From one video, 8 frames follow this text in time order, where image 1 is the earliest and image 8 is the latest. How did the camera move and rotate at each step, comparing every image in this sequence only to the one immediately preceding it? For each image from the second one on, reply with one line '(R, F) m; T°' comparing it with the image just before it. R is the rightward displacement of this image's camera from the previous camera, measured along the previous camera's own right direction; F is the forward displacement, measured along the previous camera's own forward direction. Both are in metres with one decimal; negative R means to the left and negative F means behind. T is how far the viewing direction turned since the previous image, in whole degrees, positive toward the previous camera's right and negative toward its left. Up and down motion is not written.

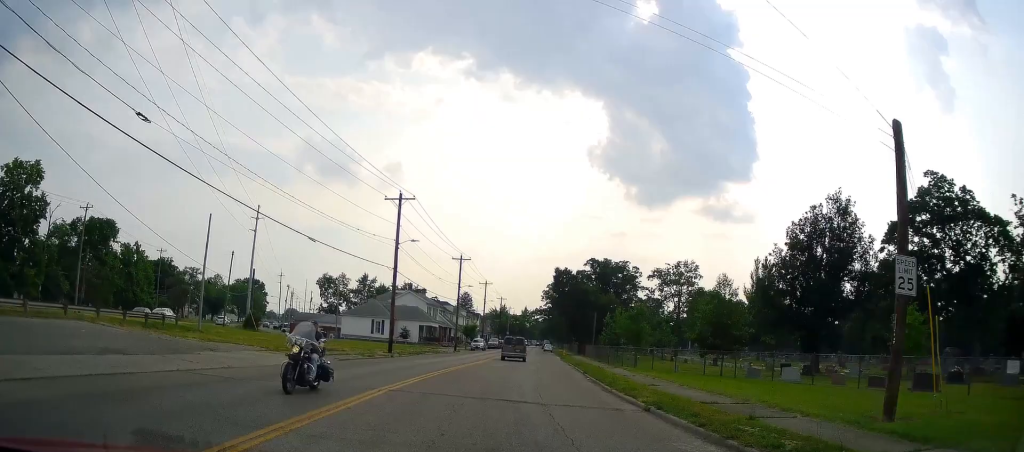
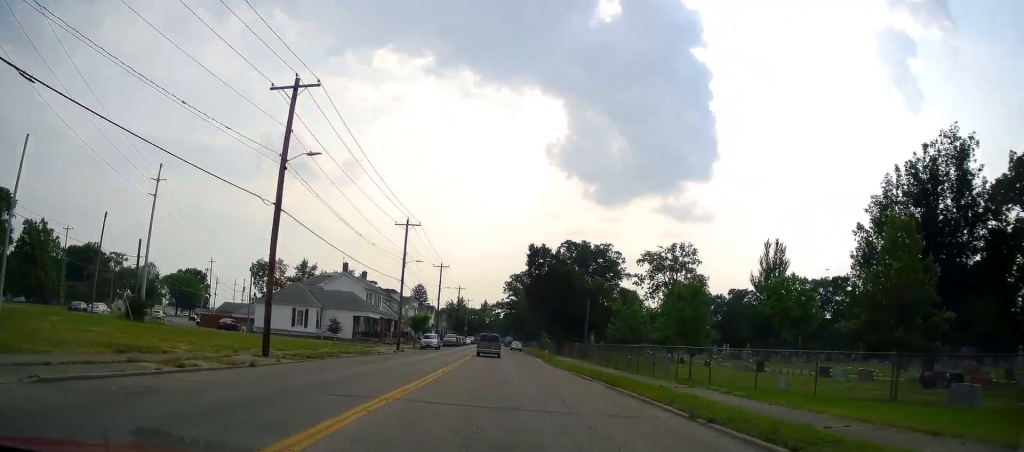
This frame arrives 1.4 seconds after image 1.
(+1.3, +17.2) m; +6°
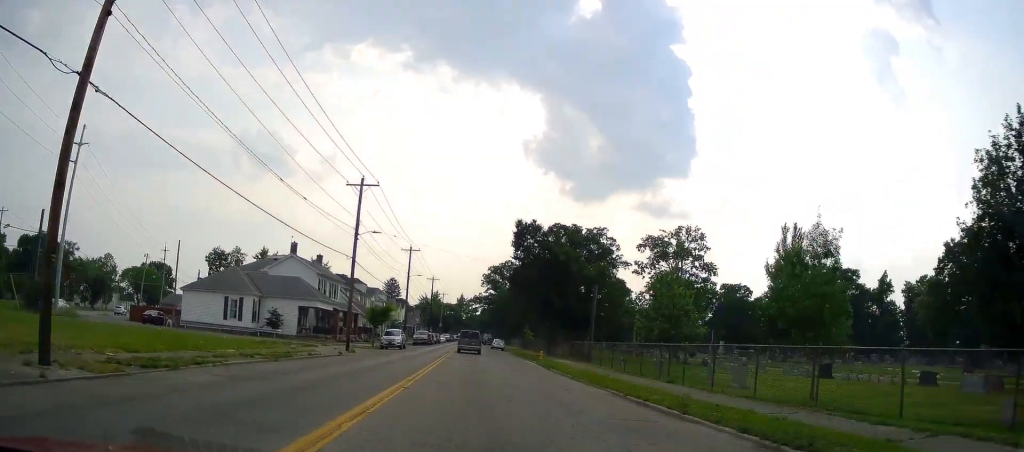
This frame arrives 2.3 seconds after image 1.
(+0.2, +10.5) m; +2°
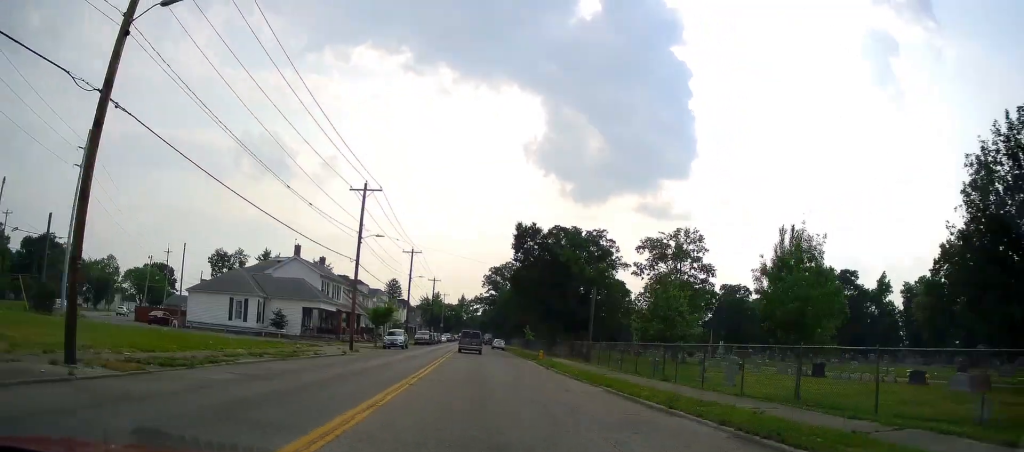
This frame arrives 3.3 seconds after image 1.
(+0.1, +11.4) m; +1°
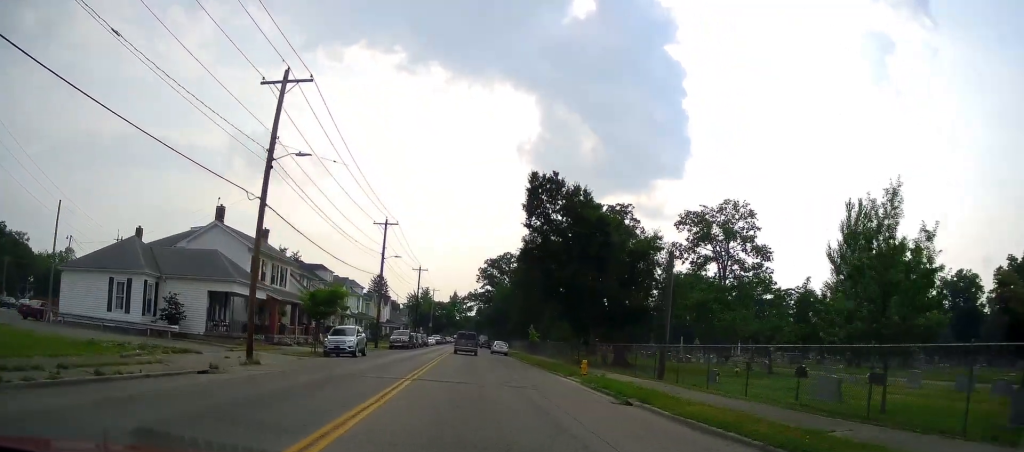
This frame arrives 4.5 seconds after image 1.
(+0.4, +17.5) m; +1°
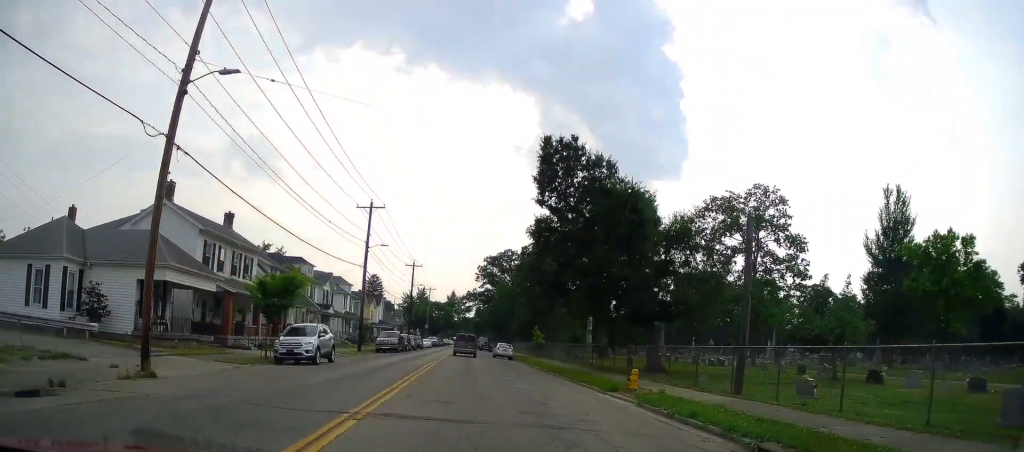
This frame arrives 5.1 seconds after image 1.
(+0.2, +7.7) m; 0°
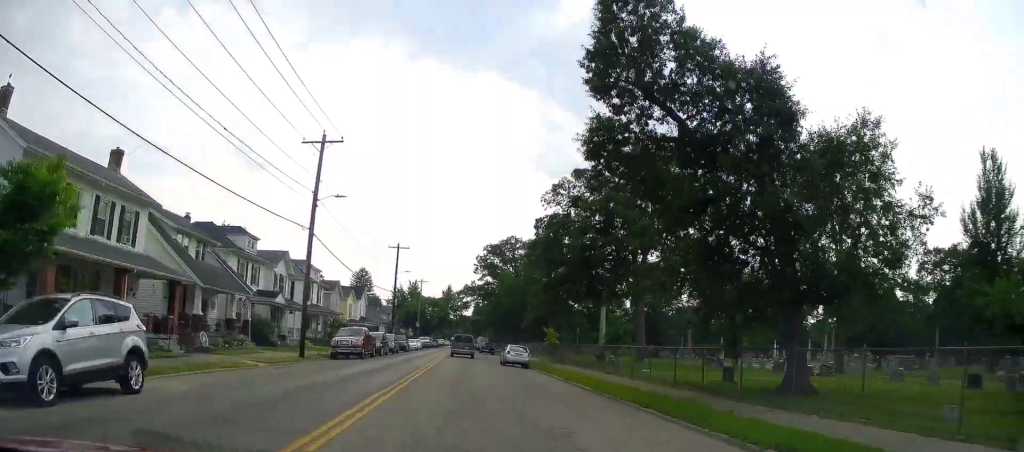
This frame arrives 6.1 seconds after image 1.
(-0.3, +15.9) m; +1°
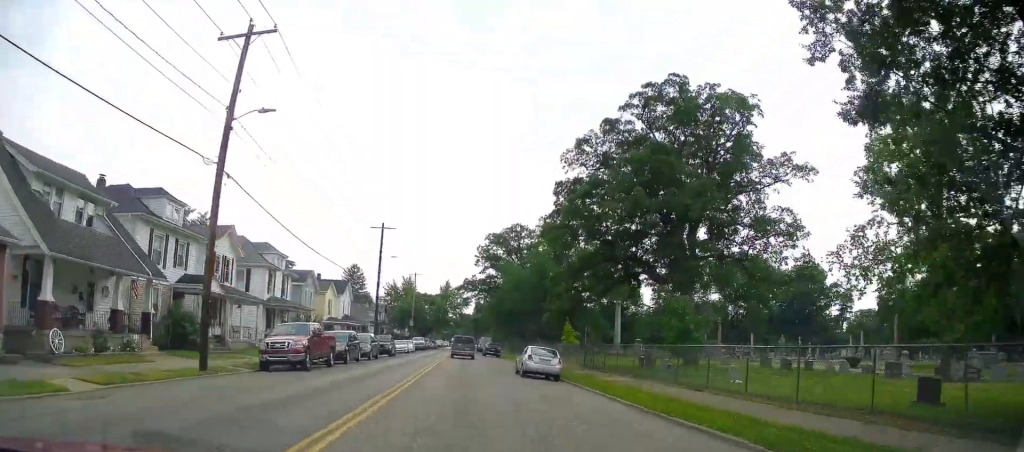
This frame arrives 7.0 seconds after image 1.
(+0.4, +12.3) m; +2°
